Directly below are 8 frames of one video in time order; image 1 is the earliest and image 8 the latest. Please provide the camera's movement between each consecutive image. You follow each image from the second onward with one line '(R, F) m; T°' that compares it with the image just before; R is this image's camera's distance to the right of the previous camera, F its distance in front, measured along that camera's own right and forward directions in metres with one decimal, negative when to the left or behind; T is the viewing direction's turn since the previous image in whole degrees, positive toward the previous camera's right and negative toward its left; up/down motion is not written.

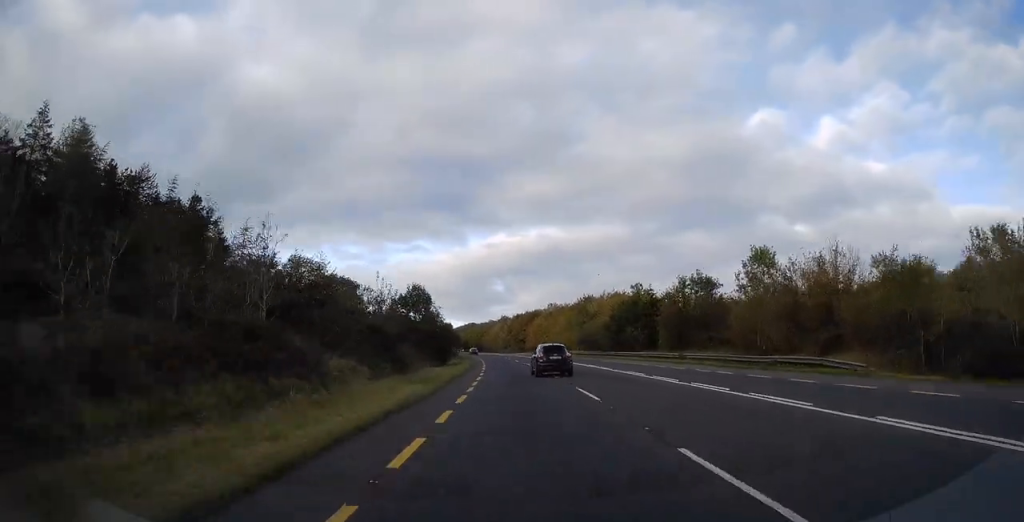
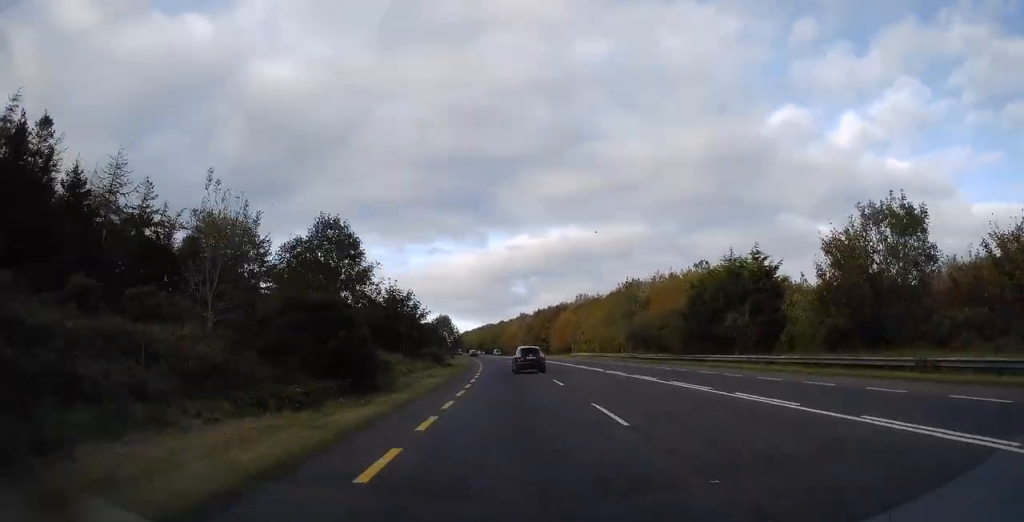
(-0.5, +29.5) m; -1°
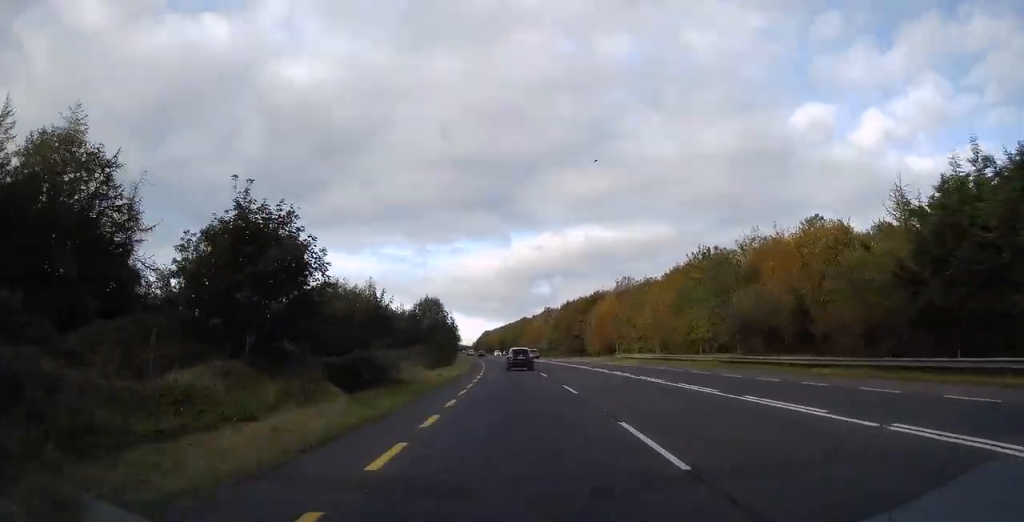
(-0.1, +27.3) m; -1°
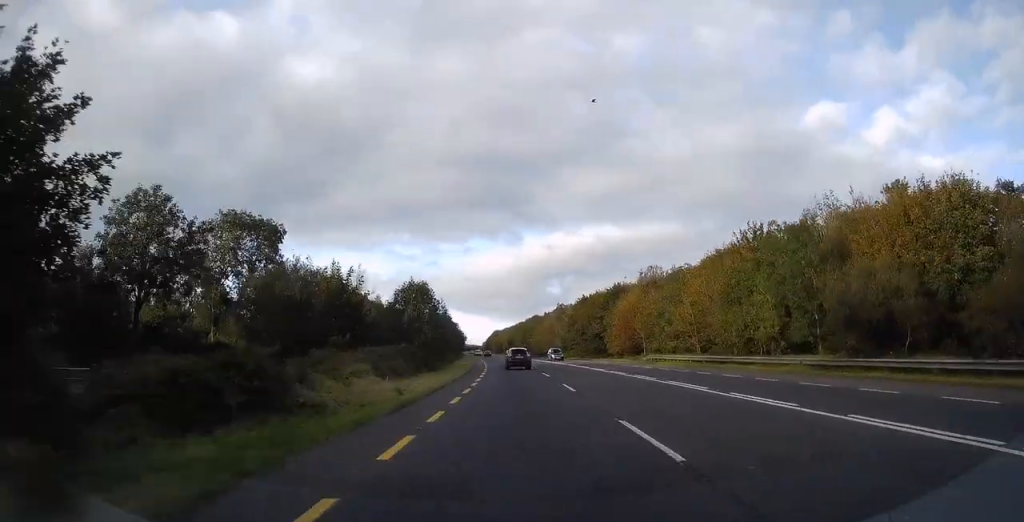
(-0.2, +11.8) m; -1°
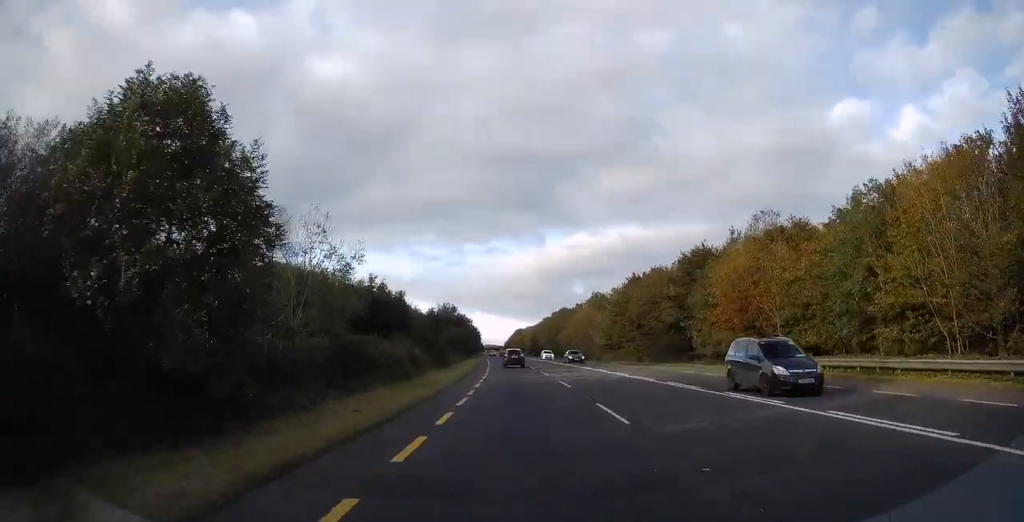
(-0.7, +32.3) m; -2°
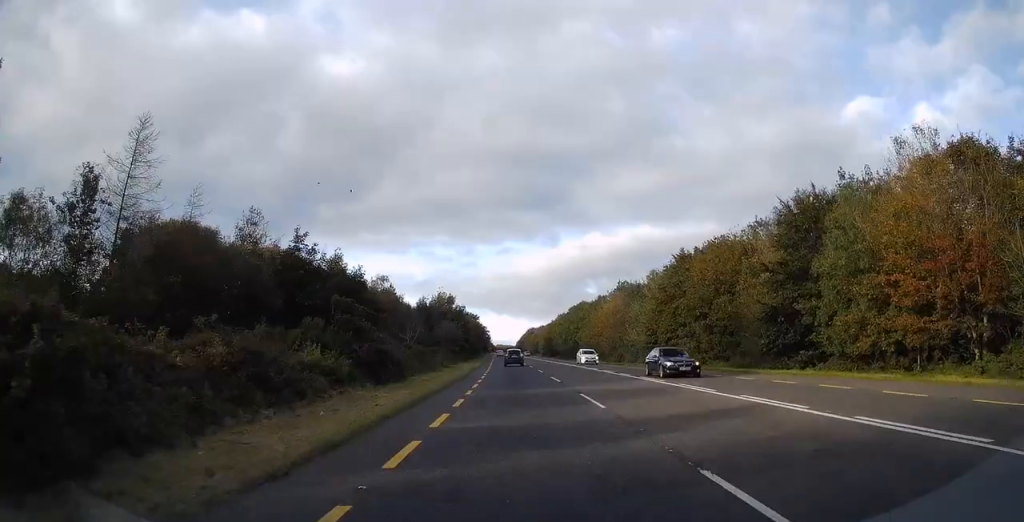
(-0.2, +20.5) m; -1°
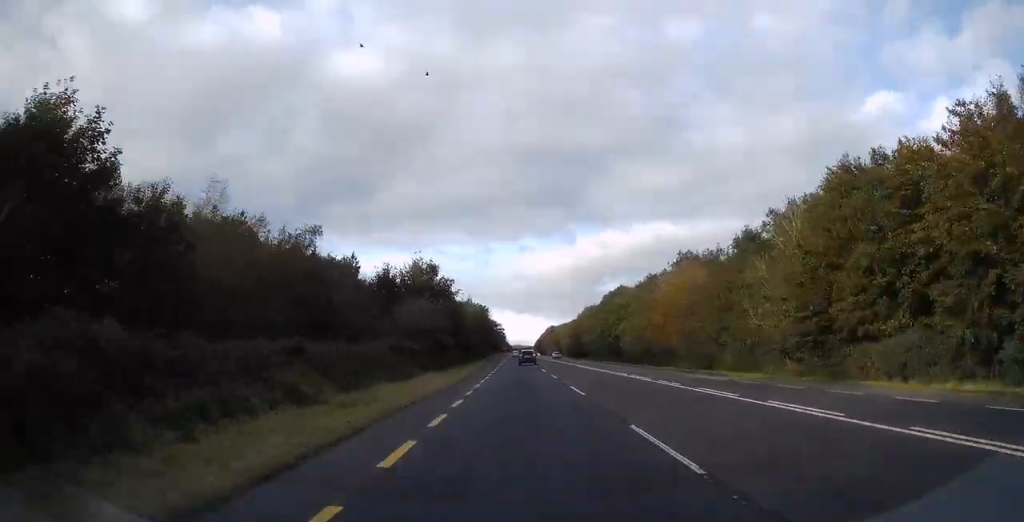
(-0.5, +32.1) m; -2°
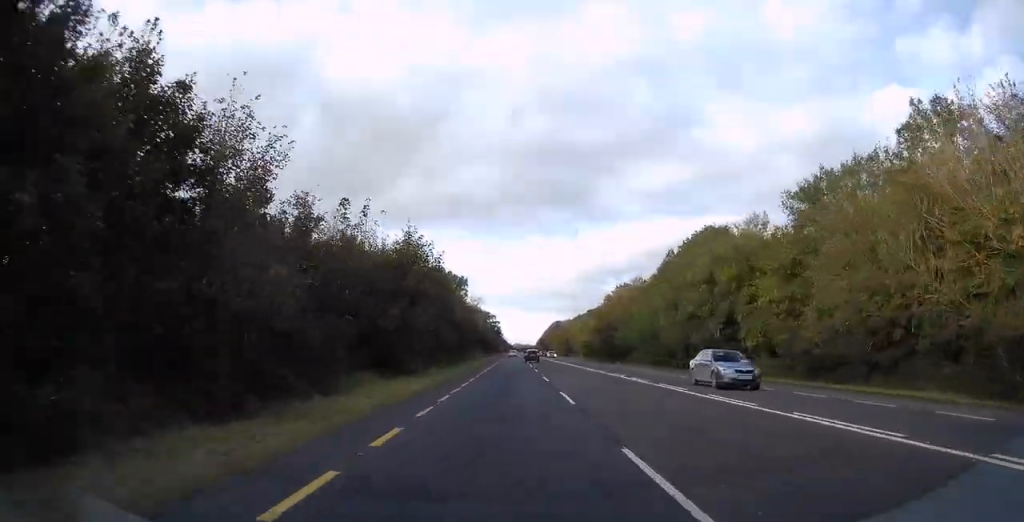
(-1.1, +50.3) m; -2°
